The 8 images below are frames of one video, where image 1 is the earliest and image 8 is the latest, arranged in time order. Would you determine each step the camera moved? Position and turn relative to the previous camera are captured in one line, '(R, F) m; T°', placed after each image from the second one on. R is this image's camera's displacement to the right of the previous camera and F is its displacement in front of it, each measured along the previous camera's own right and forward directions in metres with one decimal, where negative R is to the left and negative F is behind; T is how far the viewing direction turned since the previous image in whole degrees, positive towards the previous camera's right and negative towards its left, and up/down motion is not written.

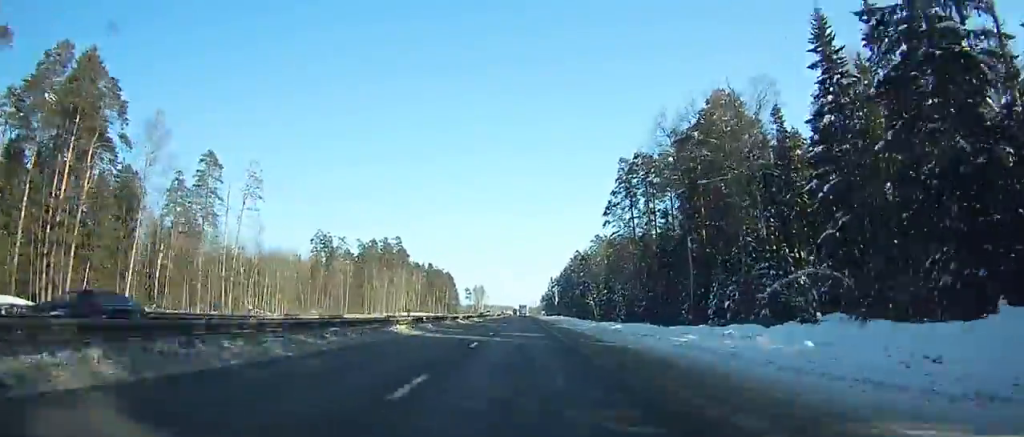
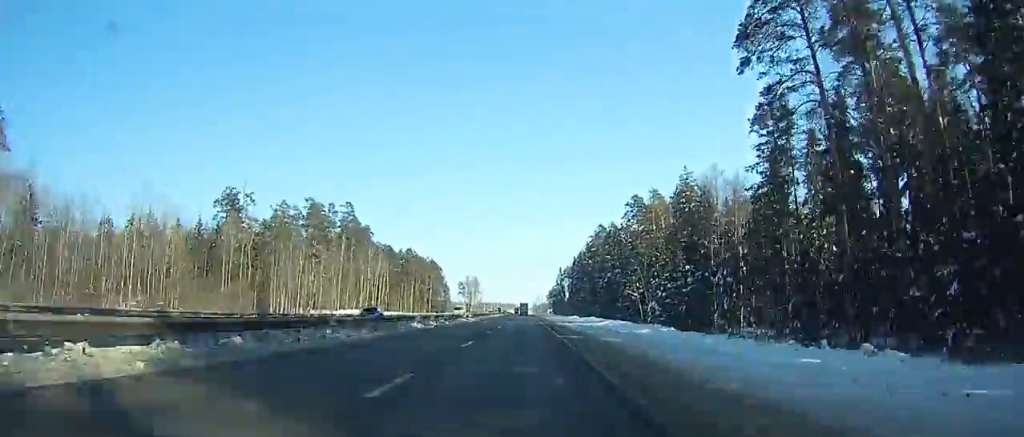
(-0.4, +73.2) m; 0°
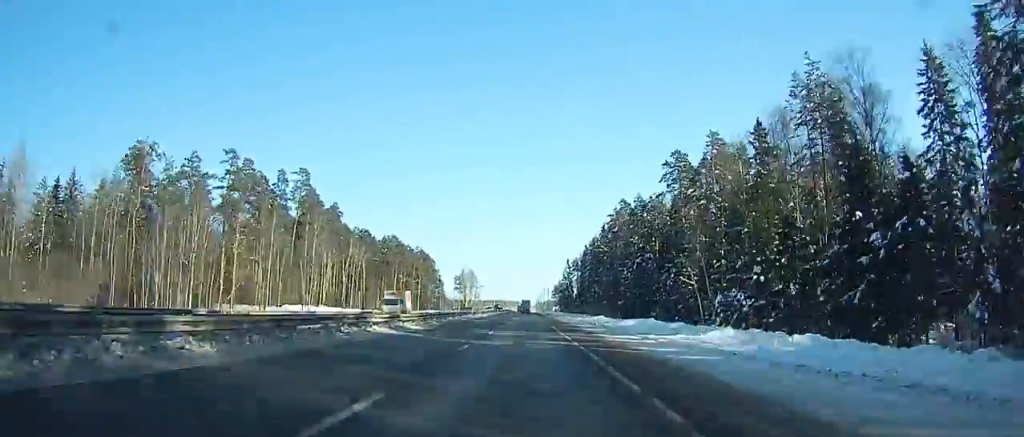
(+0.4, +39.4) m; 0°
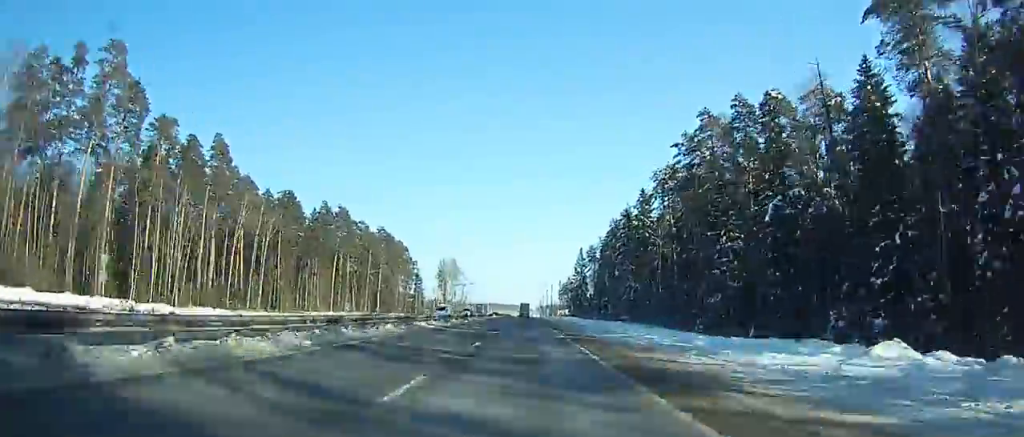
(-0.1, +69.8) m; 0°
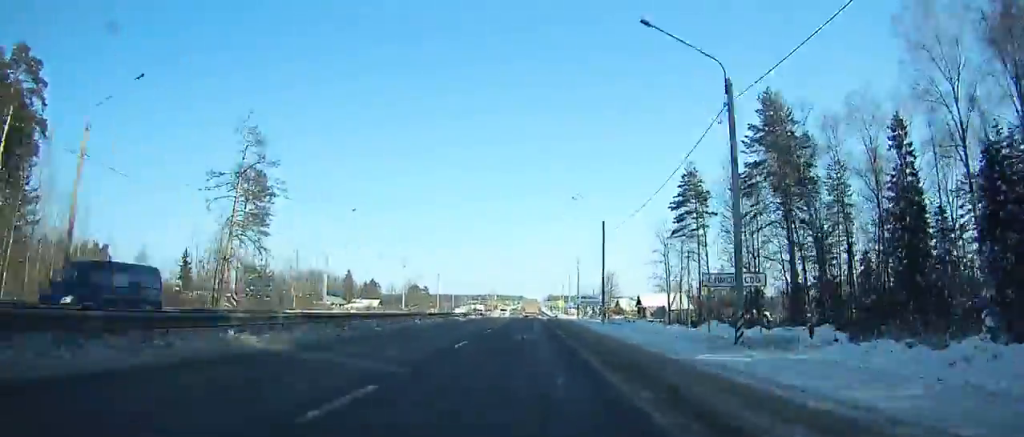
(-0.5, +209.1) m; 0°
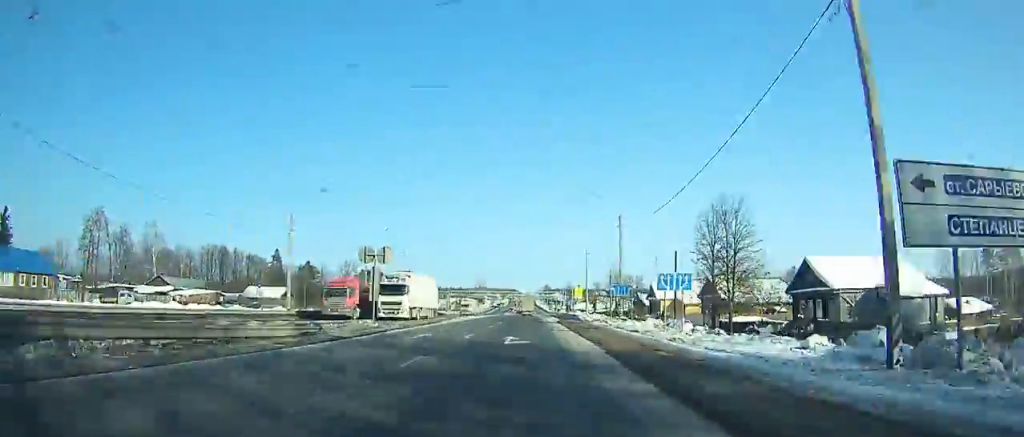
(+0.3, +77.2) m; 0°
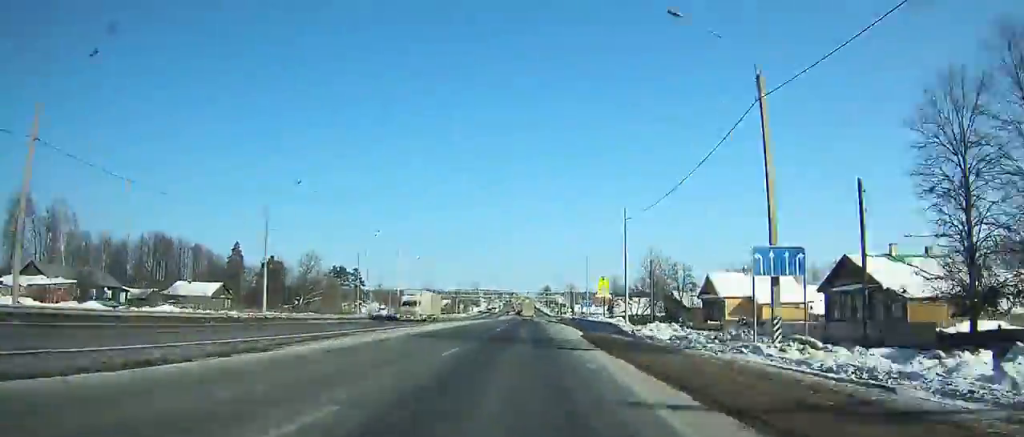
(0.0, +32.7) m; 0°
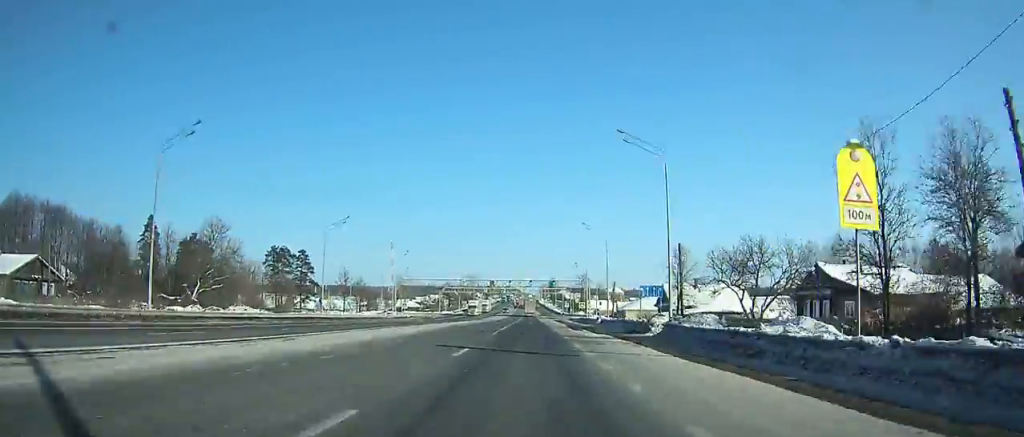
(+0.2, +50.7) m; 0°
